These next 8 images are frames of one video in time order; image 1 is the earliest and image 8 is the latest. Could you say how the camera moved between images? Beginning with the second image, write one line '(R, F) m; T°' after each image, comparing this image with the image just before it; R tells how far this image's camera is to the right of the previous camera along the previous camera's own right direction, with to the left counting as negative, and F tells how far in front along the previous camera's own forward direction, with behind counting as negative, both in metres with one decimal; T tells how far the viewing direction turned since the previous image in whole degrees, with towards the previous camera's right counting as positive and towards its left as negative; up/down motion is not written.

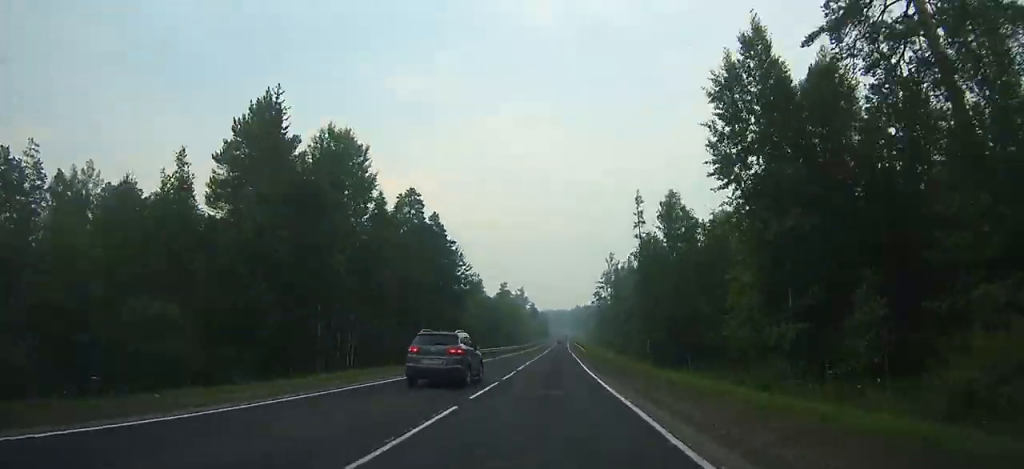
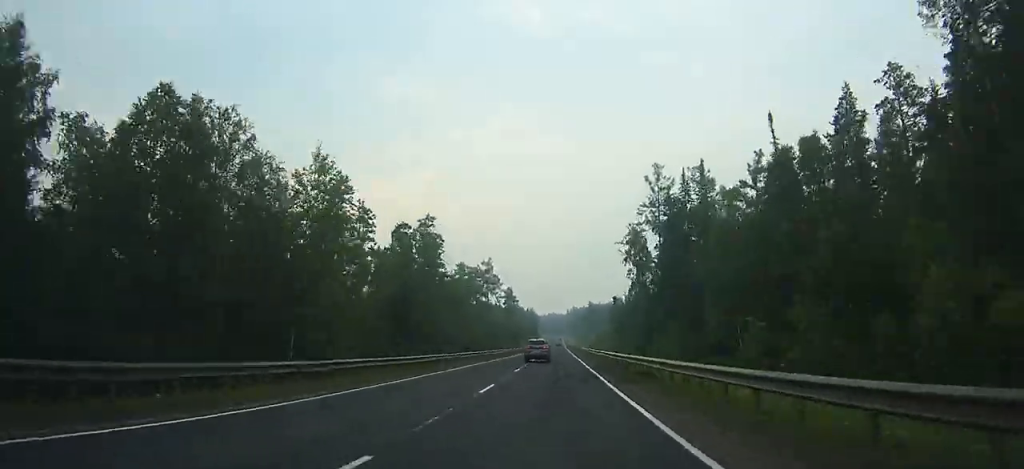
(+1.1, +109.0) m; +1°
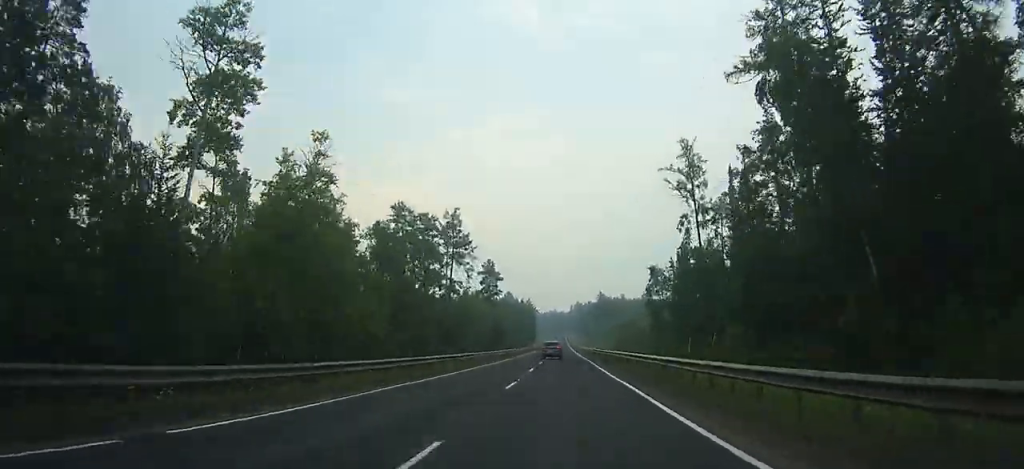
(+0.1, +59.2) m; 0°
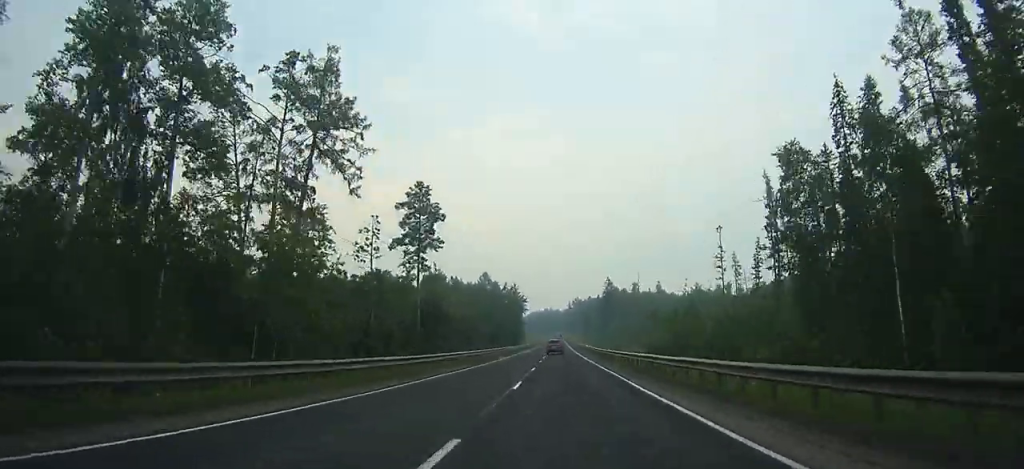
(+0.1, +62.6) m; 0°
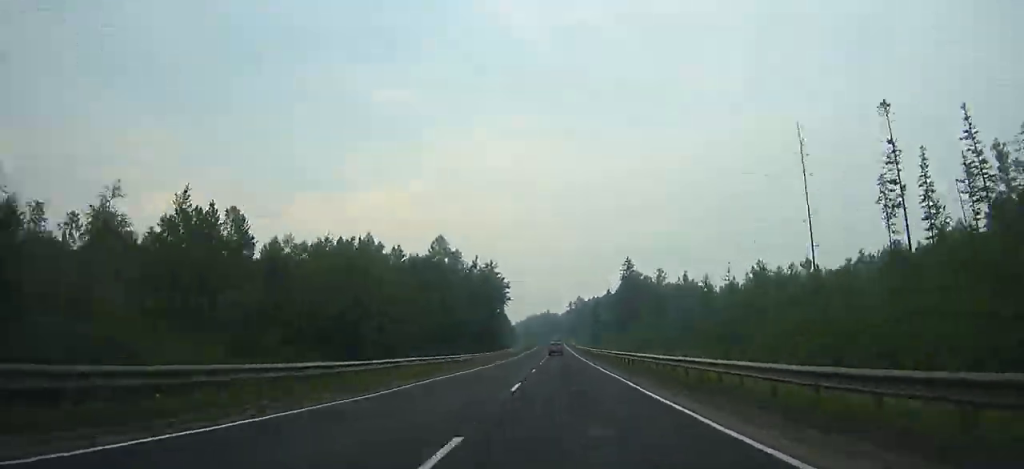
(0.0, +59.4) m; 0°
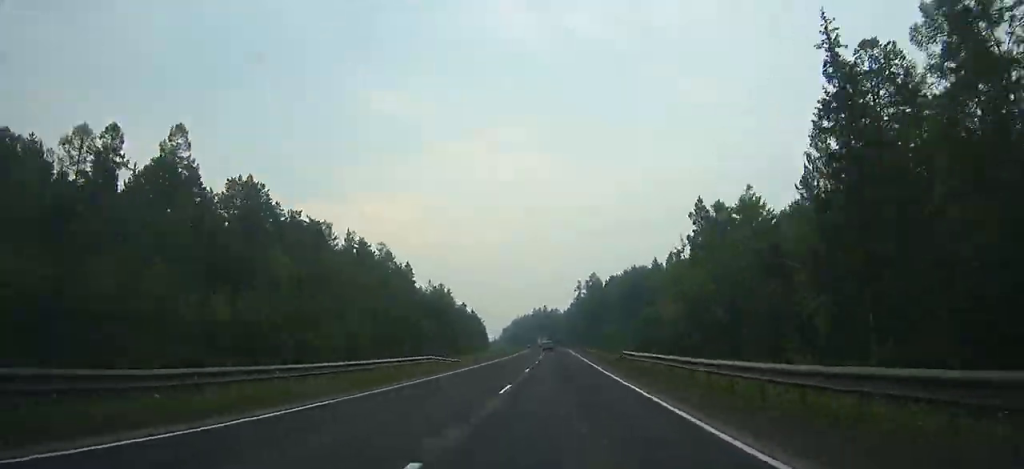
(+0.3, +142.3) m; 0°
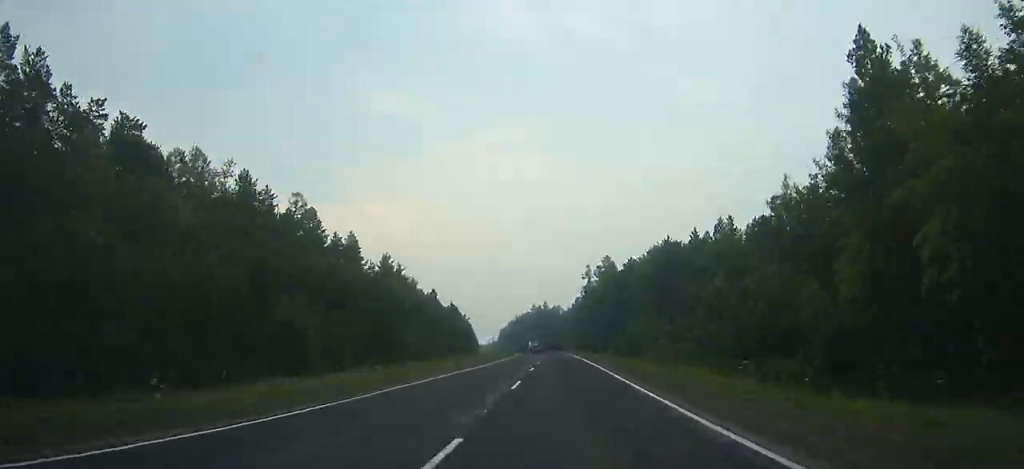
(+0.1, +44.1) m; -1°
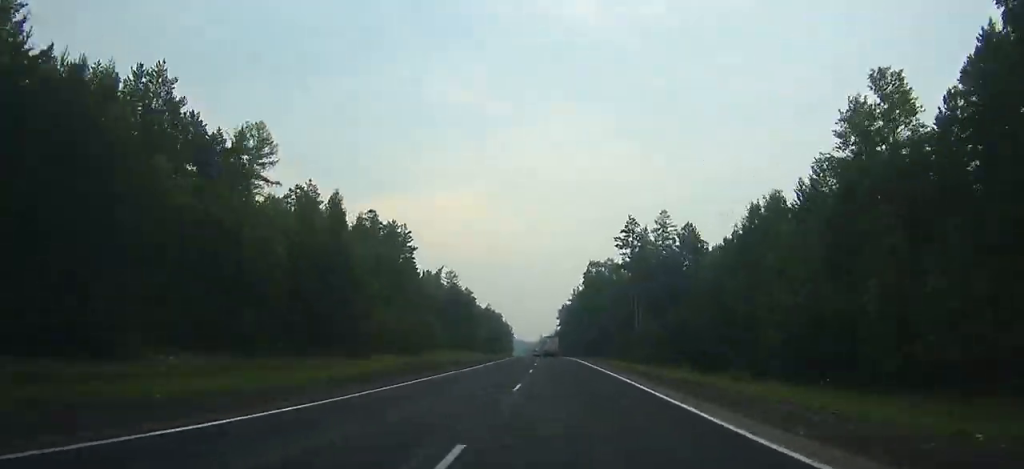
(-7.1, +177.0) m; -4°
